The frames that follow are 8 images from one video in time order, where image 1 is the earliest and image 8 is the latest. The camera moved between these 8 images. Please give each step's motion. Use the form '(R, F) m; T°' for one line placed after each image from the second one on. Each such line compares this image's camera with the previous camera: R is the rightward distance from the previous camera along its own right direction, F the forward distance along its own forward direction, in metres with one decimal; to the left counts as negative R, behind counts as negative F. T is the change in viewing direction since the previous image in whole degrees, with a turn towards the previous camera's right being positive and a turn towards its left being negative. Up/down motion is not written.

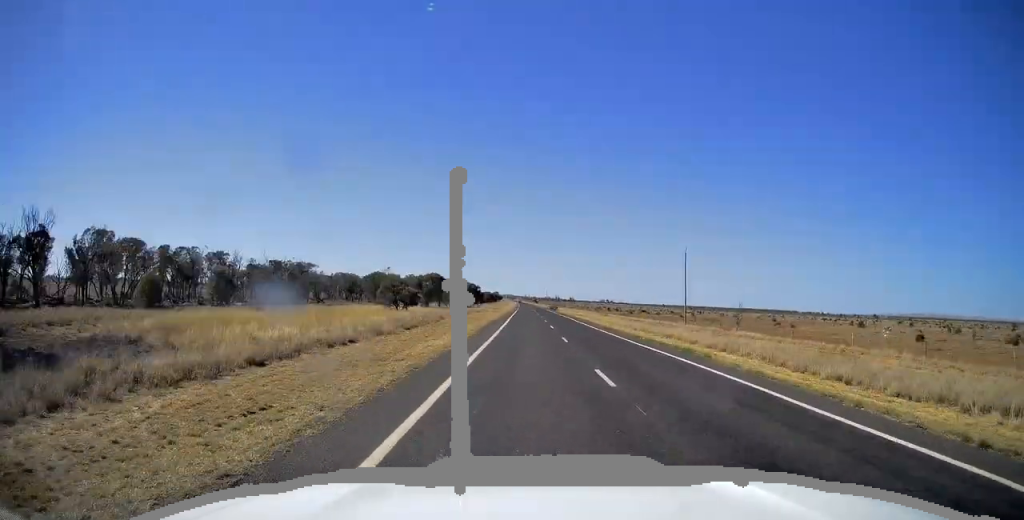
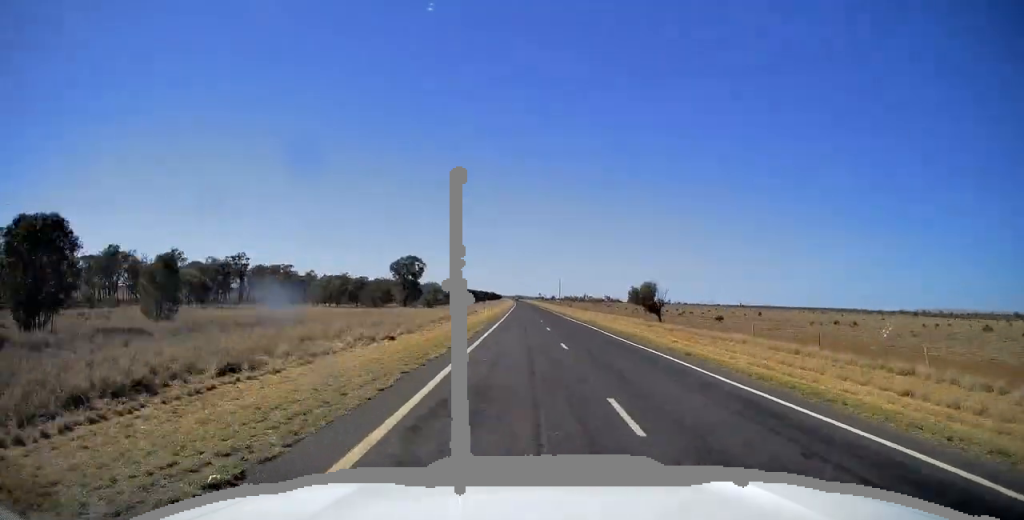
(-5.4, +443.0) m; -1°
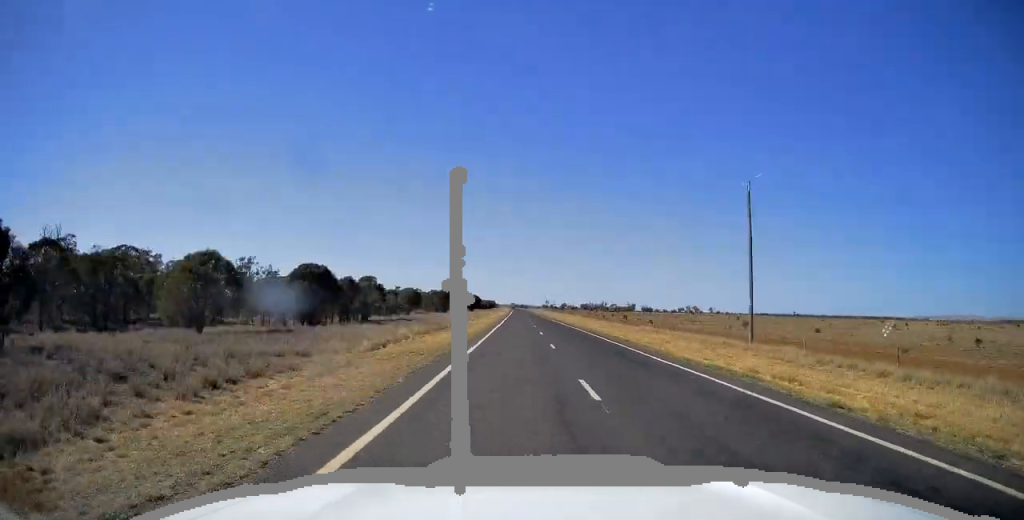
(-0.9, +187.1) m; -1°
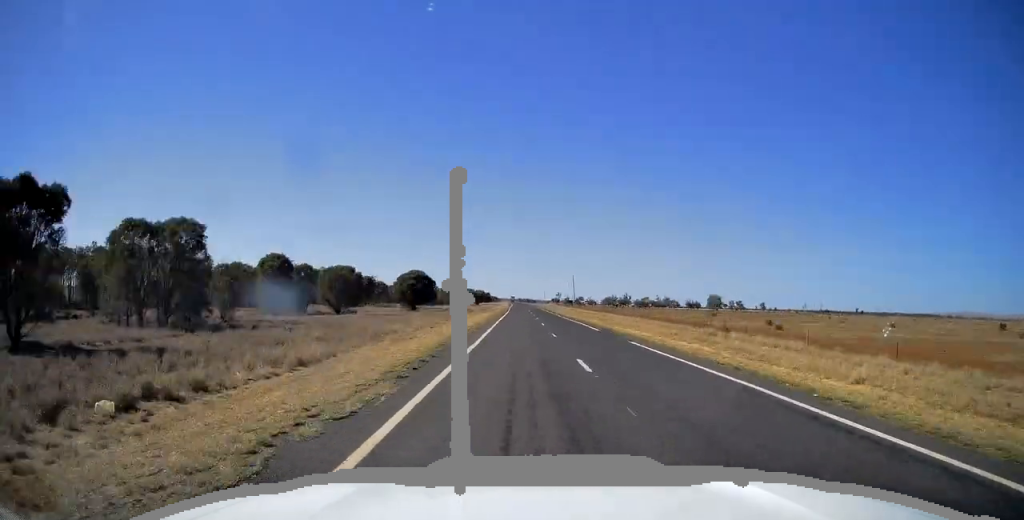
(-0.2, +147.7) m; 0°
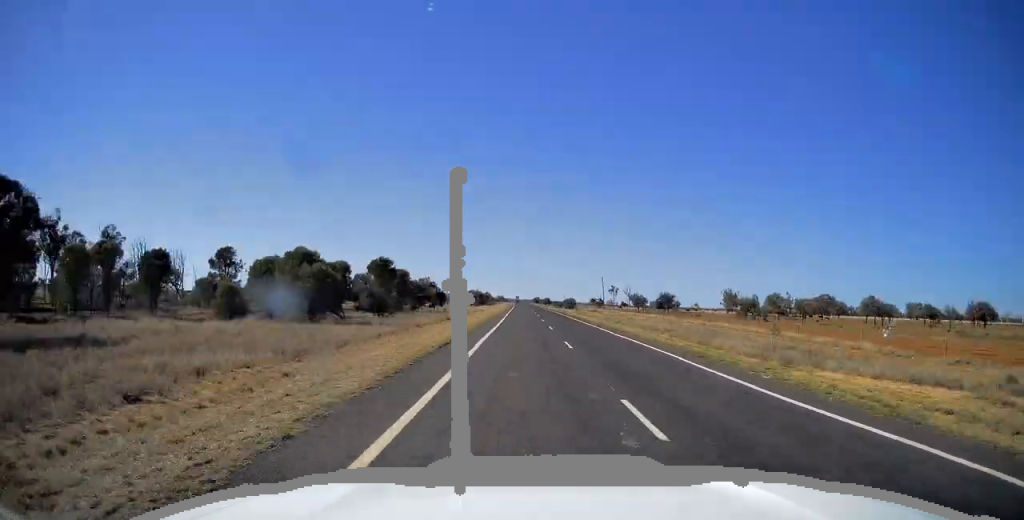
(-2.7, +295.3) m; -1°
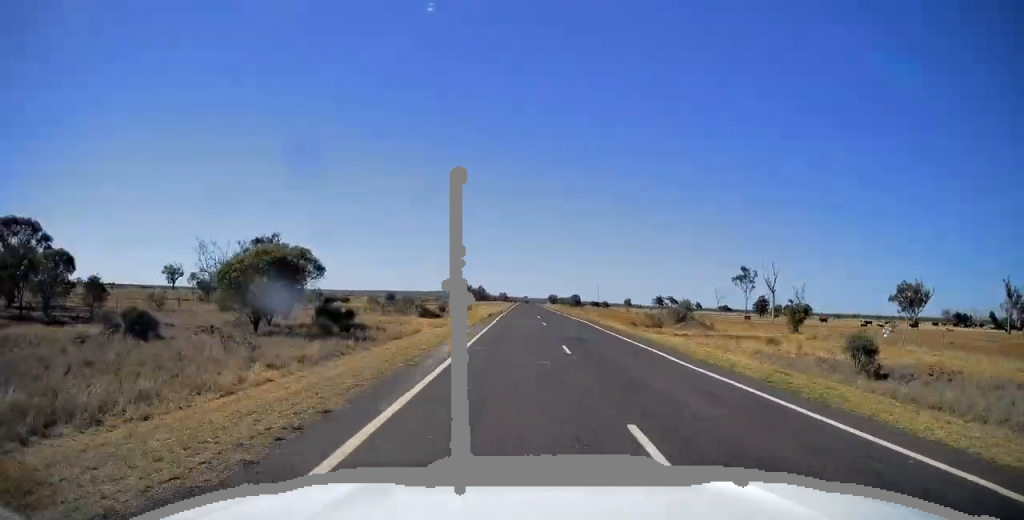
(-1.0, +187.0) m; 0°
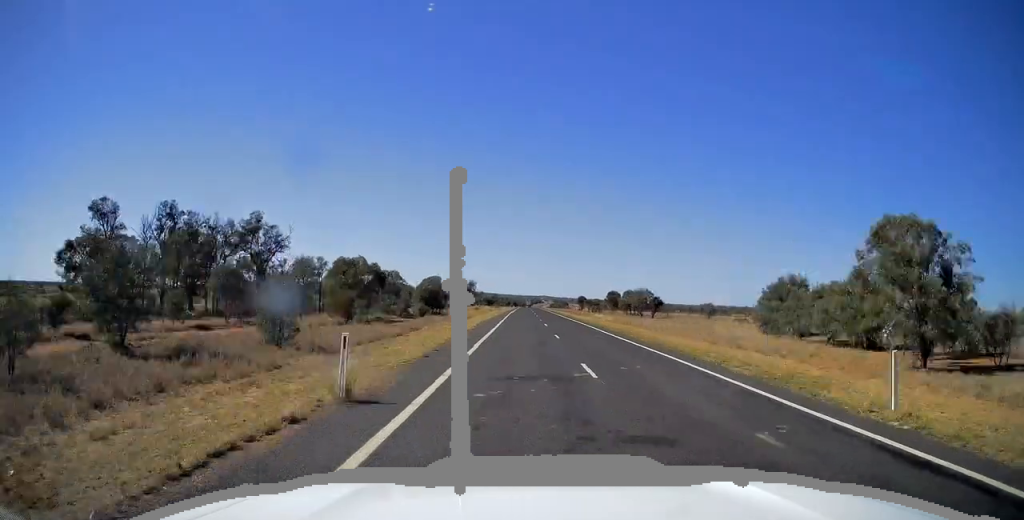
(+1.3, +334.7) m; +1°
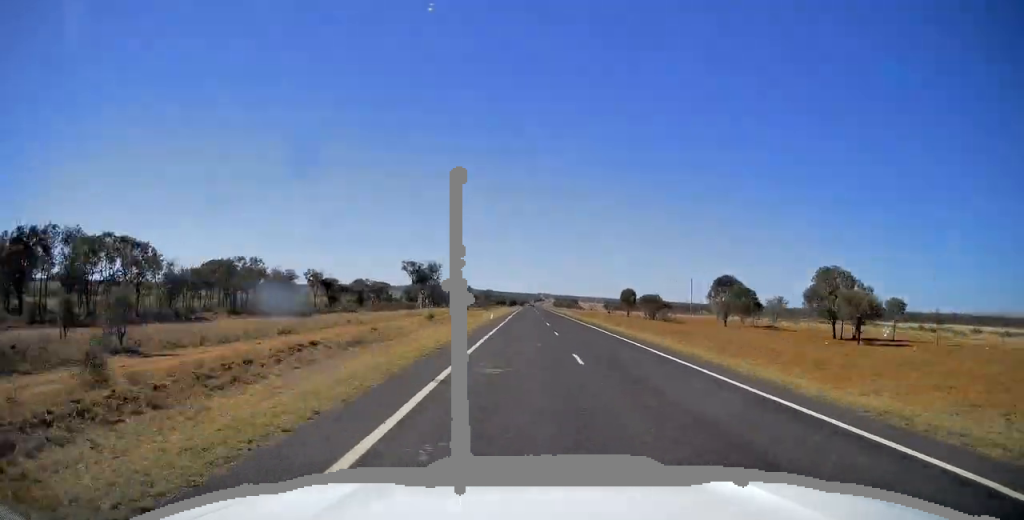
(+0.6, +108.3) m; 0°
